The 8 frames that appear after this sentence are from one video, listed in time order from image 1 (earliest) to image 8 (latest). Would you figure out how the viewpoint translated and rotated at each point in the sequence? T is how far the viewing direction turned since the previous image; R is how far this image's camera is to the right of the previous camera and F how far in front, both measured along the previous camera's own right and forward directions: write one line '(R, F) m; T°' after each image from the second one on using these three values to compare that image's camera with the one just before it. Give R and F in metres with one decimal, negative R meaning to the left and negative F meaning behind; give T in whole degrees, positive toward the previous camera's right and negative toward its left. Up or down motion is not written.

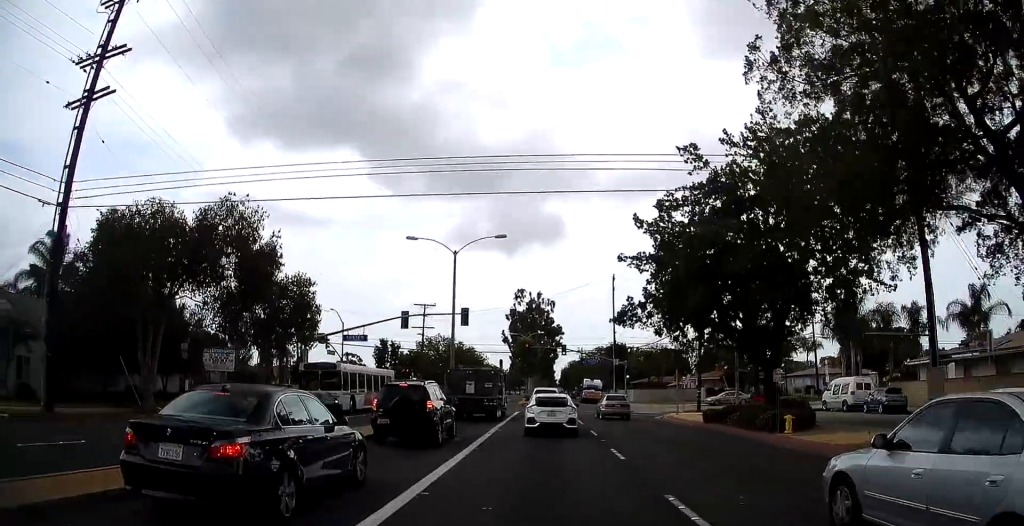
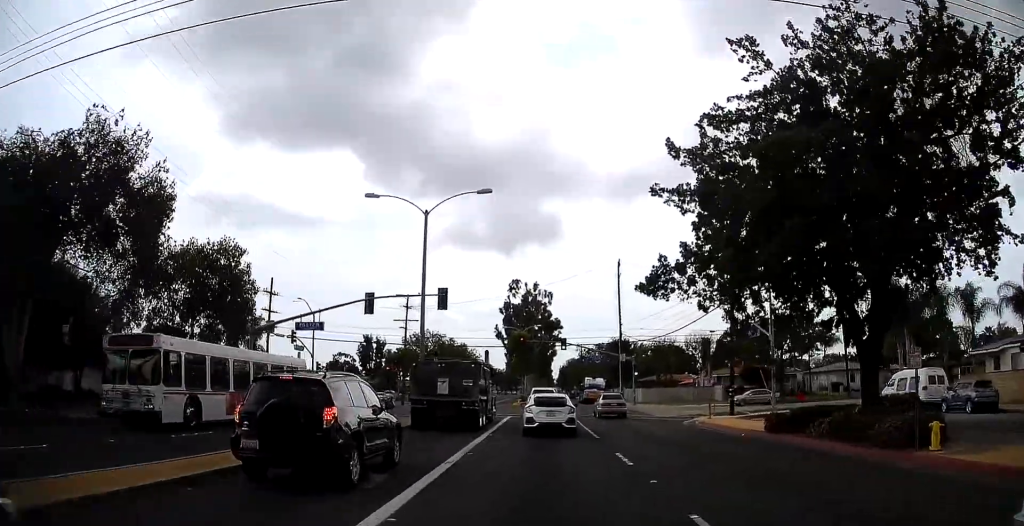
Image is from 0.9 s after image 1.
(0.0, +8.2) m; 0°
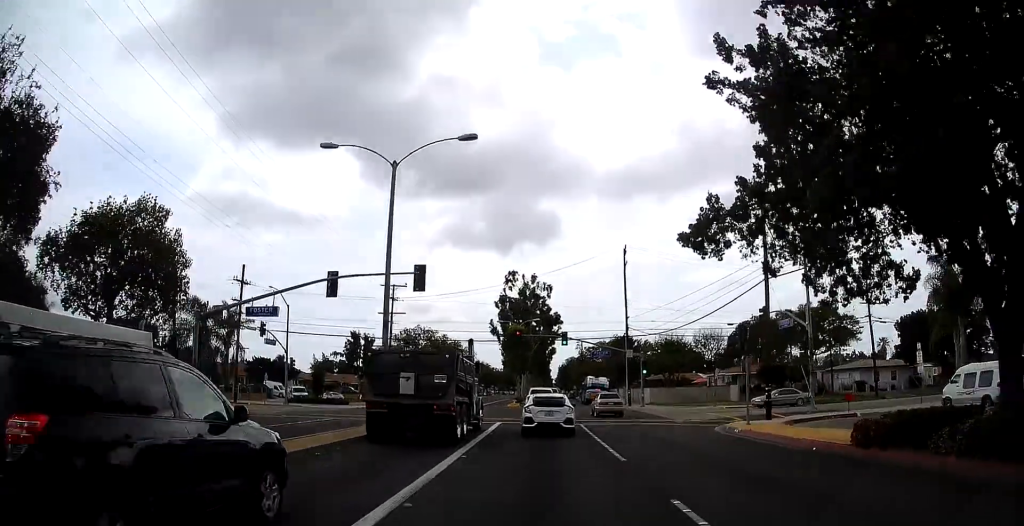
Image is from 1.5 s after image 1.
(0.0, +6.2) m; 0°
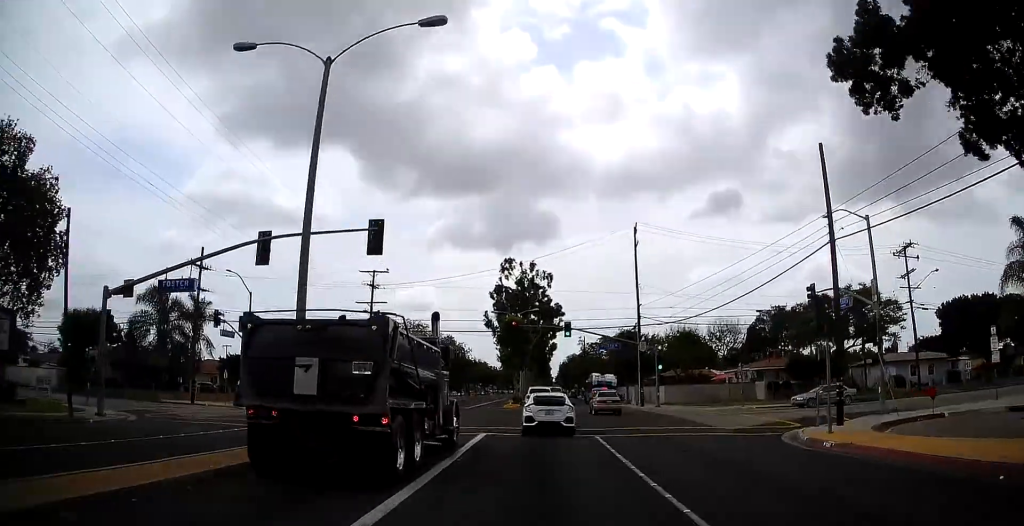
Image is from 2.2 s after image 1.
(0.0, +7.8) m; 0°
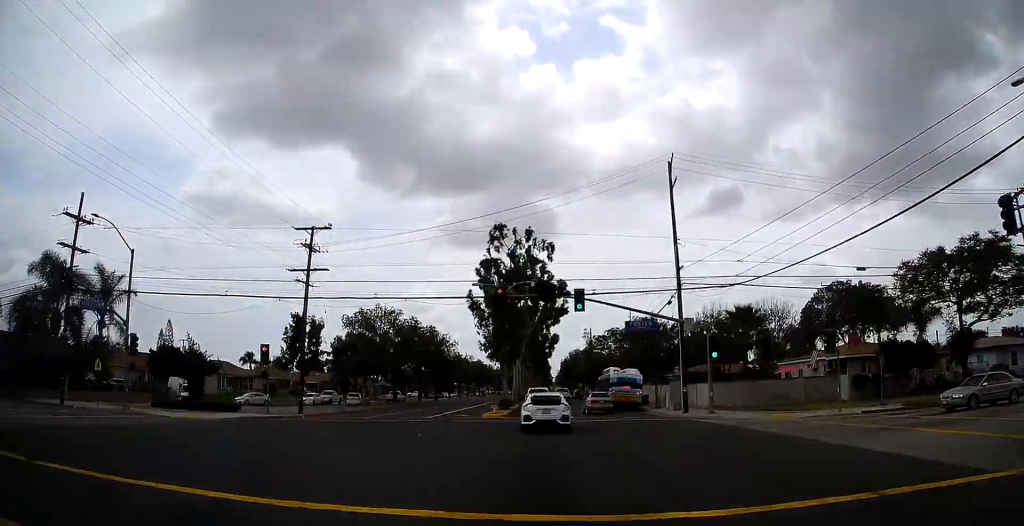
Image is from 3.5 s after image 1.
(0.0, +16.0) m; 0°
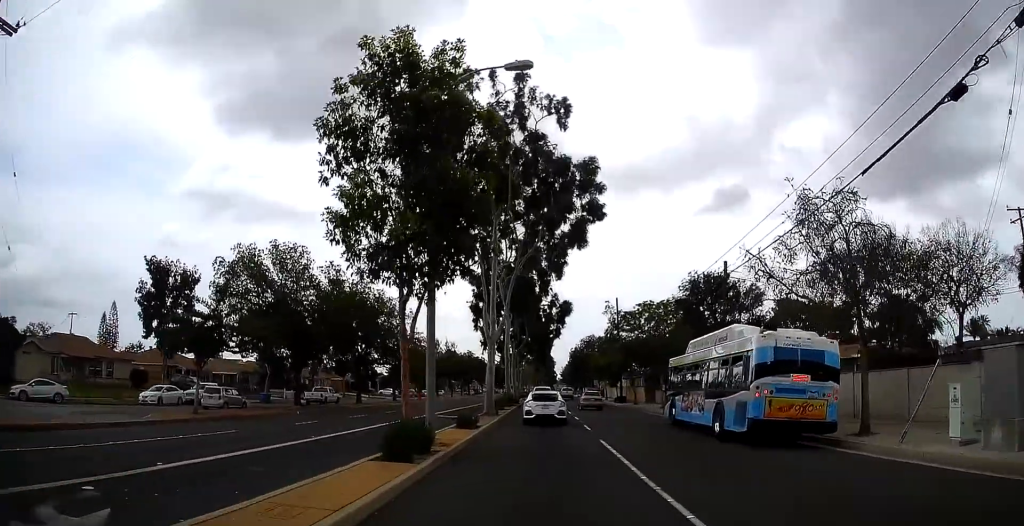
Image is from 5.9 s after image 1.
(0.0, +31.0) m; 0°
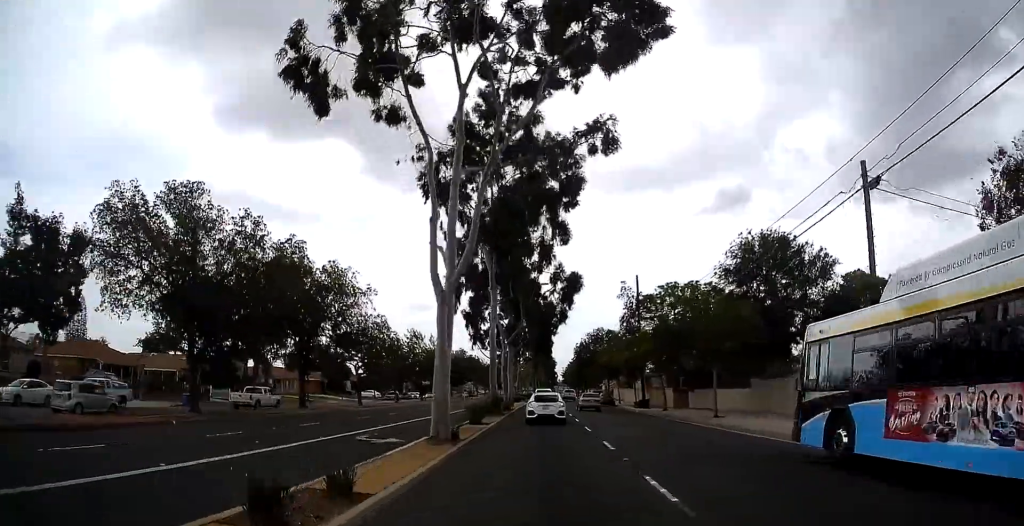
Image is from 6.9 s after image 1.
(0.0, +14.2) m; 0°
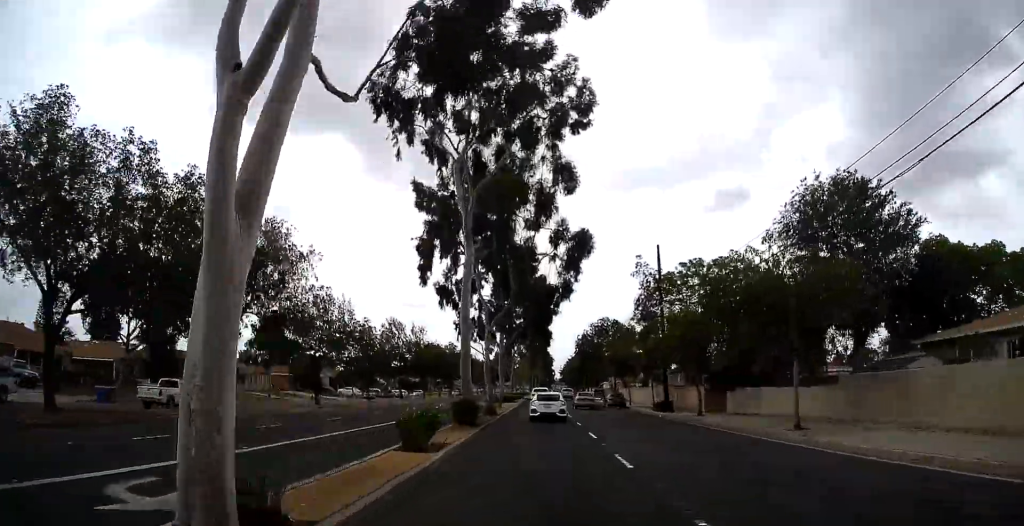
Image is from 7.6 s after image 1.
(0.0, +10.8) m; 0°
